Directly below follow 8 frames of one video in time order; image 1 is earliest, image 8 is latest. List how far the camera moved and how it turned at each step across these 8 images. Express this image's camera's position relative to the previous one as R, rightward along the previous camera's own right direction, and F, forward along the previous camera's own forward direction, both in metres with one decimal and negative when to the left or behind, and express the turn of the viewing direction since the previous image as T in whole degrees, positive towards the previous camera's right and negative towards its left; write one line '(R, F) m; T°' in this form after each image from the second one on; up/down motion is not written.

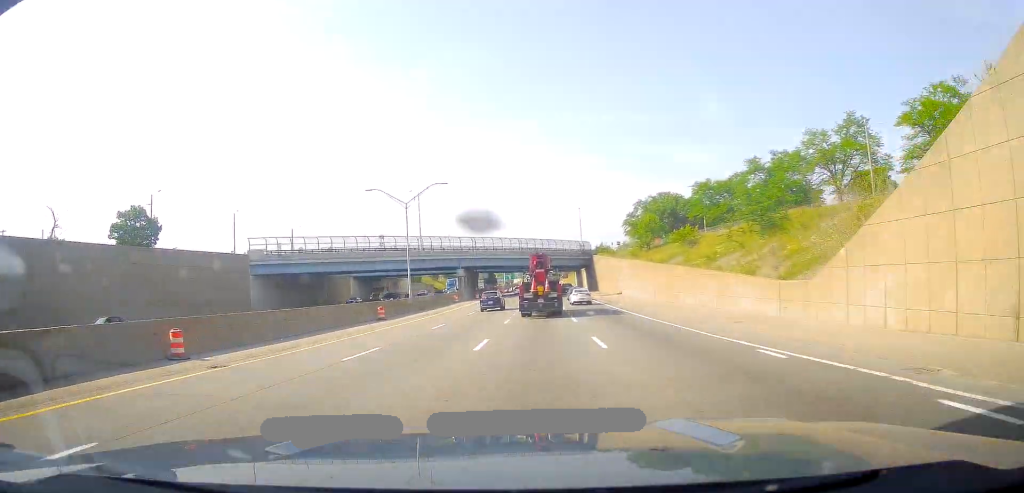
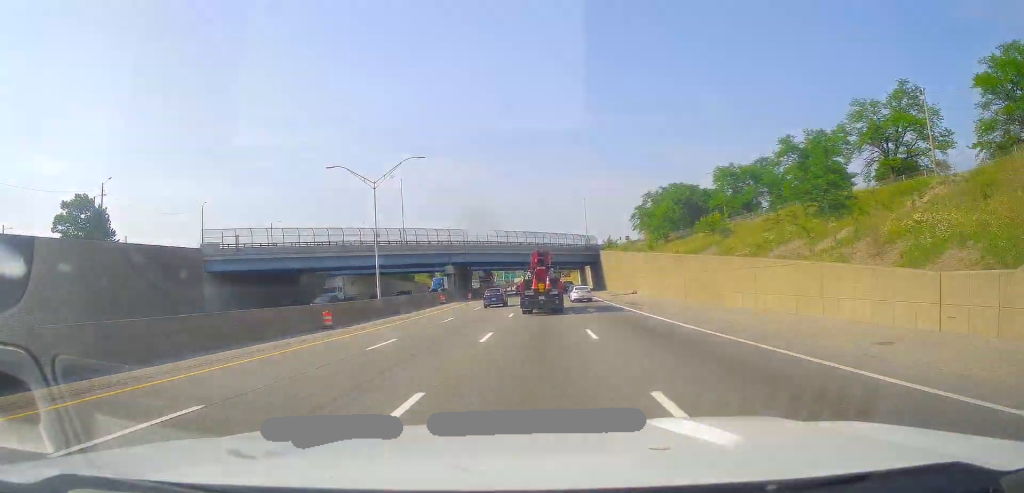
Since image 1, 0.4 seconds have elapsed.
(+0.3, +11.5) m; 0°
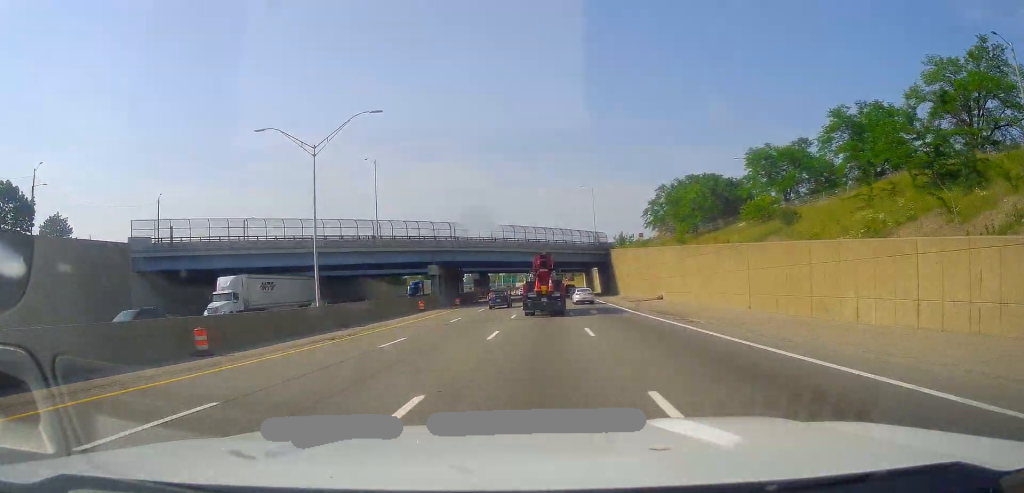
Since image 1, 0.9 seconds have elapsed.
(+0.1, +13.4) m; 0°
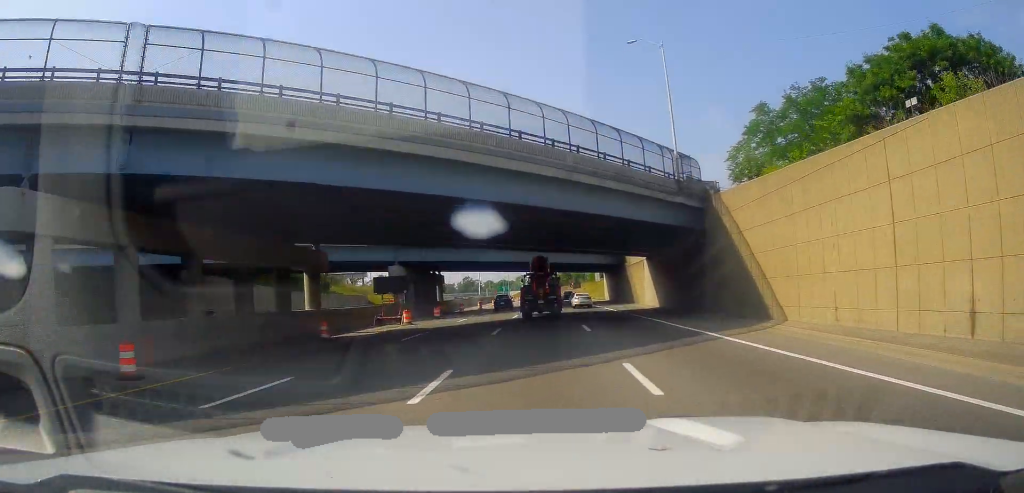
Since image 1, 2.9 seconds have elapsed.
(-1.1, +57.0) m; 0°
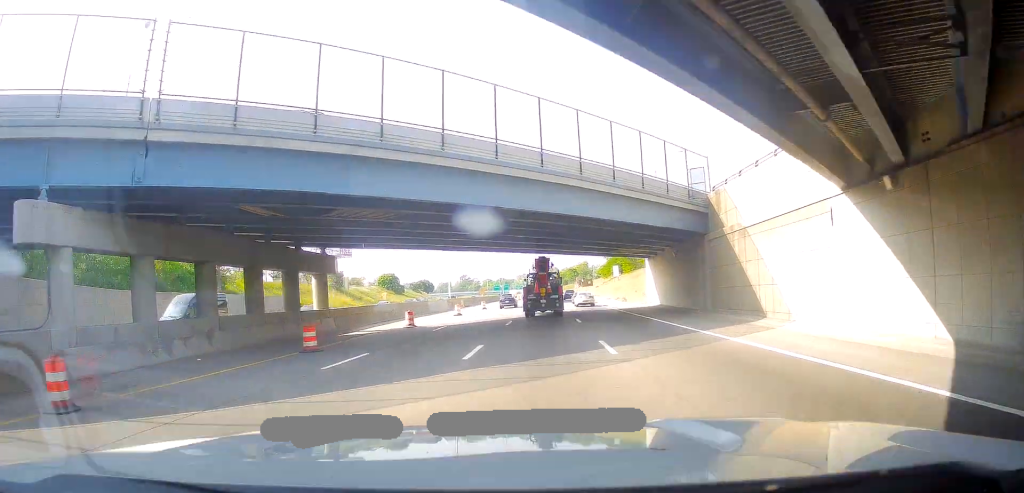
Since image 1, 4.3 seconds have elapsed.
(+0.9, +40.1) m; +1°
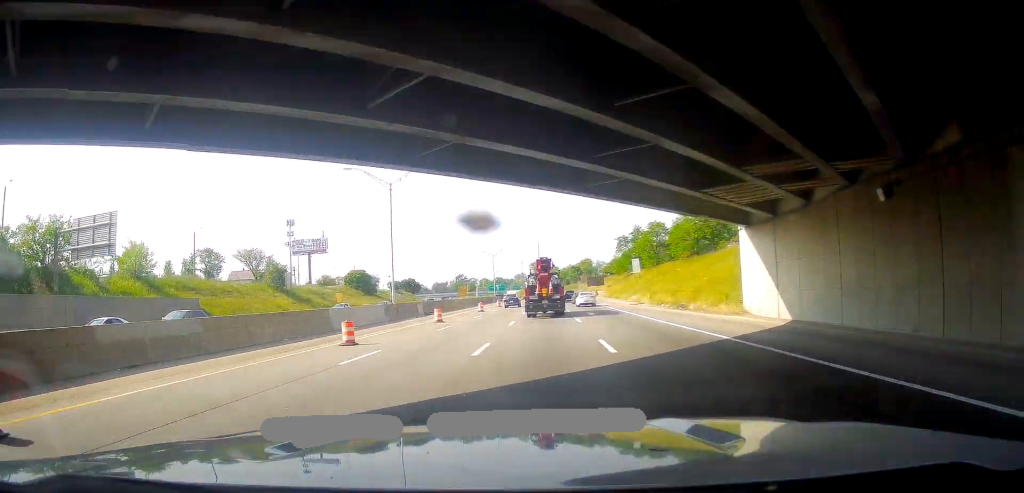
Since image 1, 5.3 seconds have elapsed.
(-0.3, +30.1) m; -1°
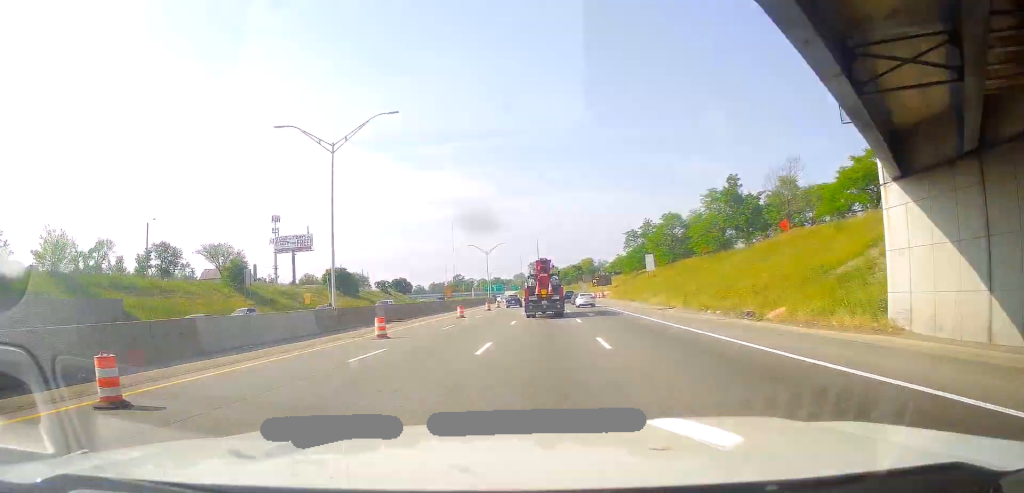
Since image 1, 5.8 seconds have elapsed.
(-0.1, +14.6) m; 0°
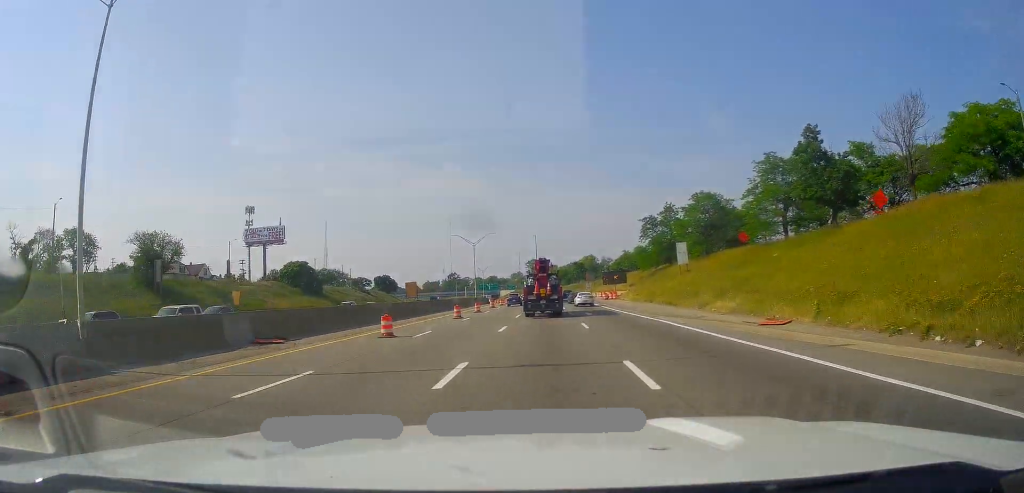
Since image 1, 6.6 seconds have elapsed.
(-0.3, +22.3) m; +1°
